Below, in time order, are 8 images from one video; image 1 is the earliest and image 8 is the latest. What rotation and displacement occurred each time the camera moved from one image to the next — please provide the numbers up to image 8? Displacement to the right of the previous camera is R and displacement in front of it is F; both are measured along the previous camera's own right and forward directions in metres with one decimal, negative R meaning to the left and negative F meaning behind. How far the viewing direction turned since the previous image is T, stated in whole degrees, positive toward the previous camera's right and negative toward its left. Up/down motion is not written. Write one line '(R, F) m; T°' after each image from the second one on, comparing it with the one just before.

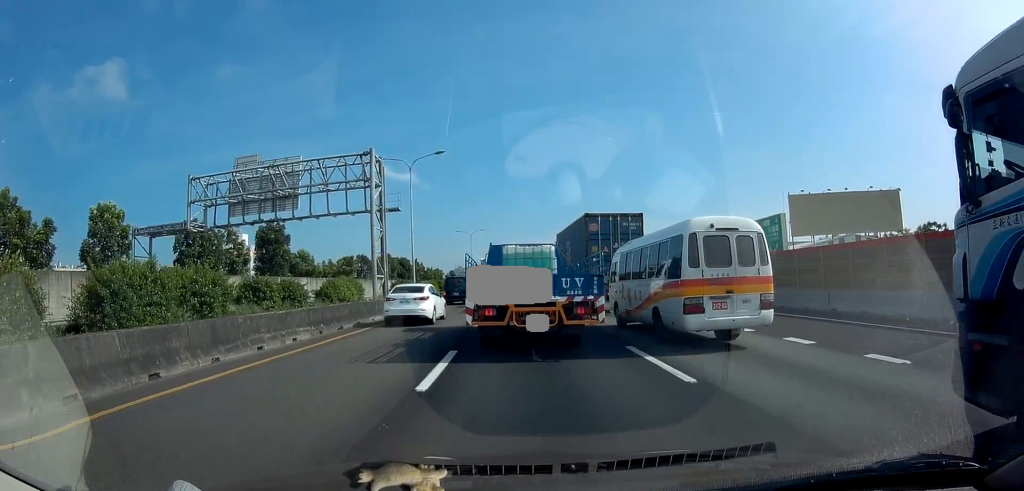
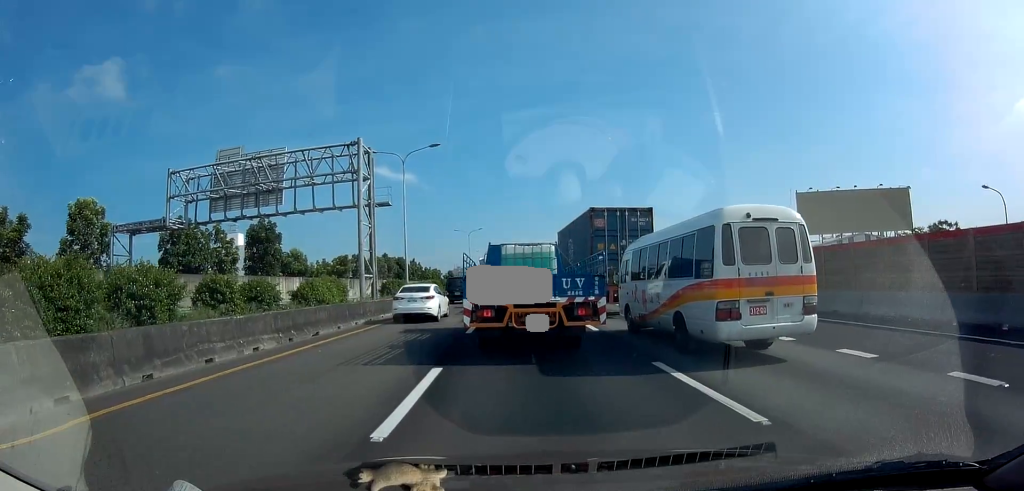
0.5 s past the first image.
(0.0, +2.2) m; 0°
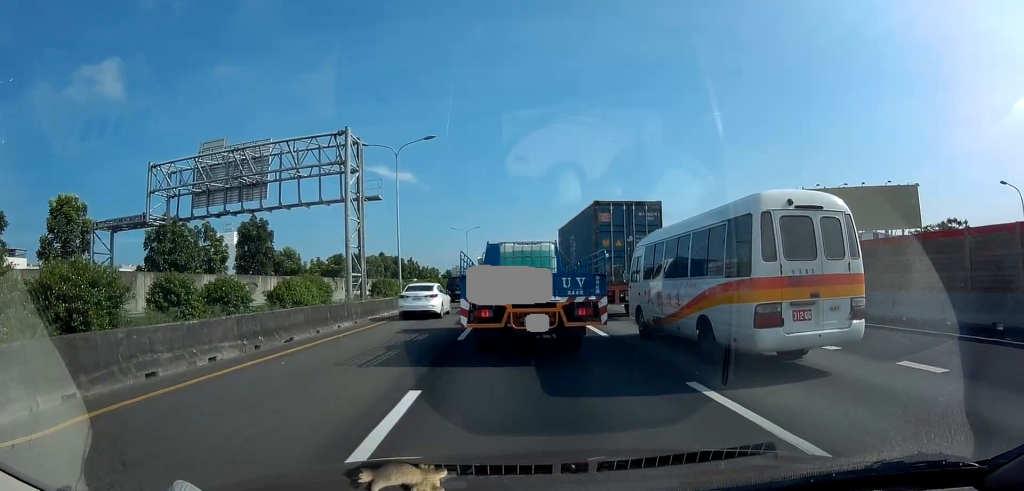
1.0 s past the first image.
(0.0, +1.8) m; 0°
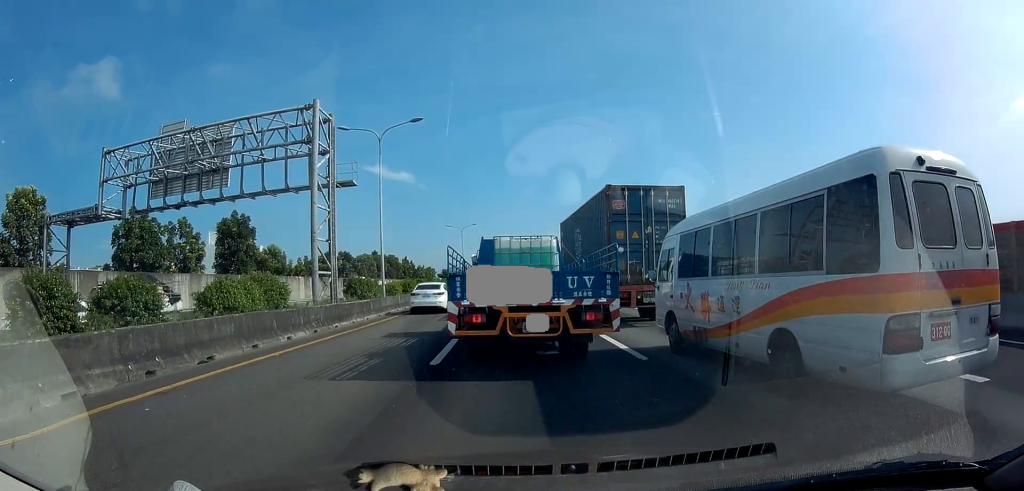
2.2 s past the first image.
(0.0, +3.8) m; 0°
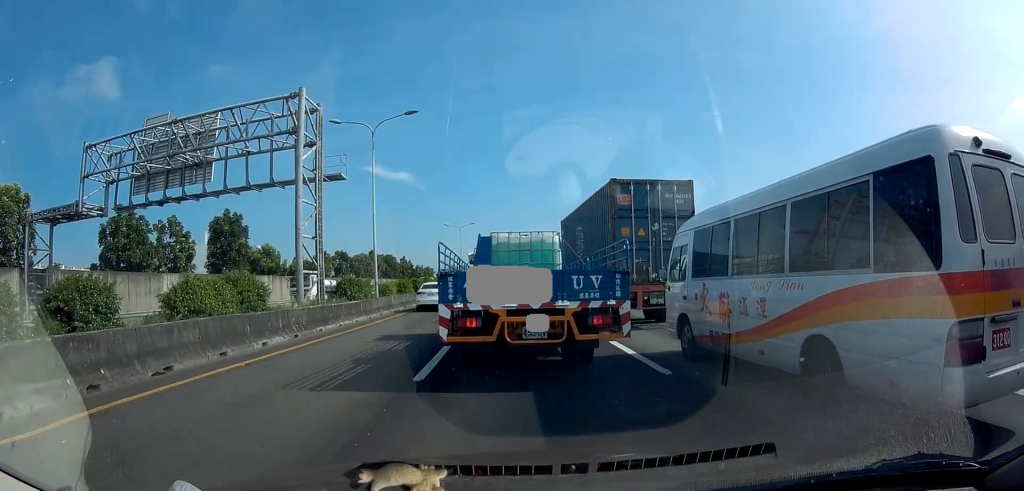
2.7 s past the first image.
(0.0, +1.4) m; 0°
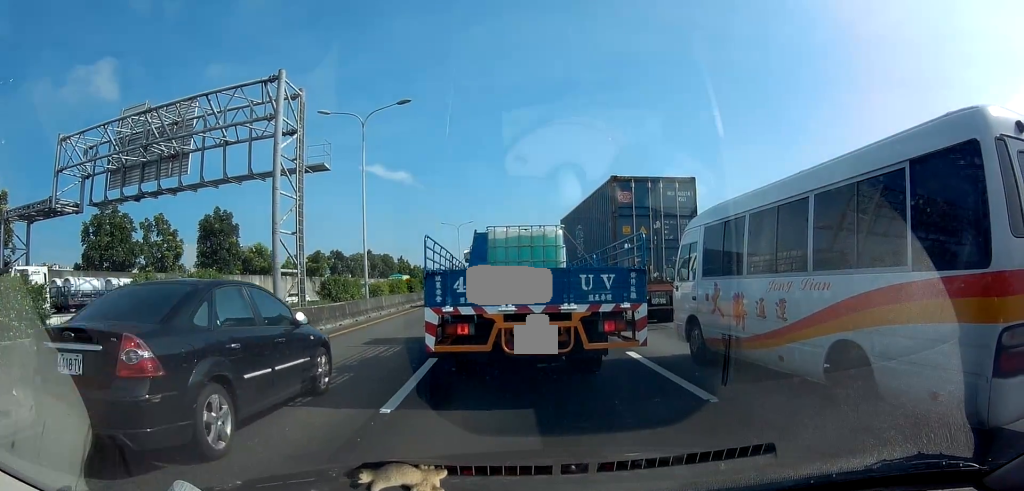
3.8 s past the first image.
(0.0, +1.8) m; 0°
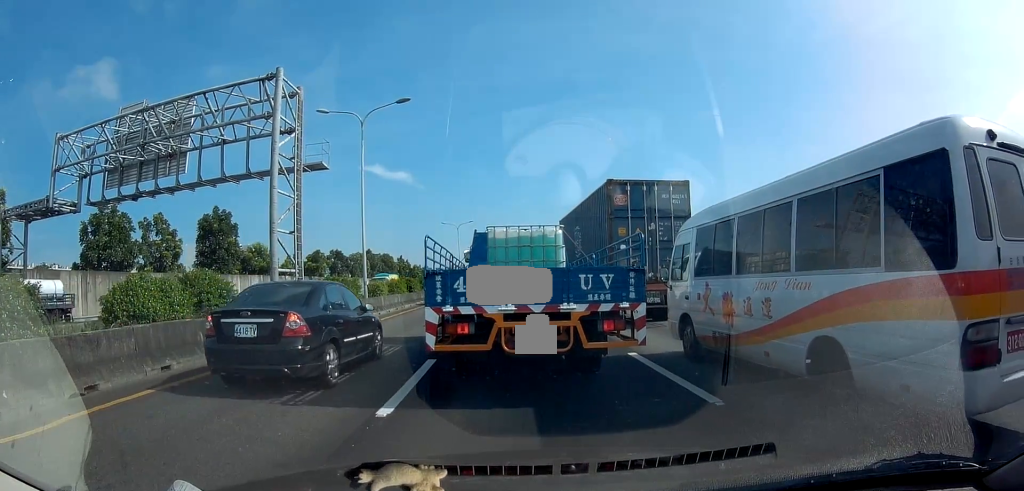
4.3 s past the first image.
(0.0, +0.3) m; 0°
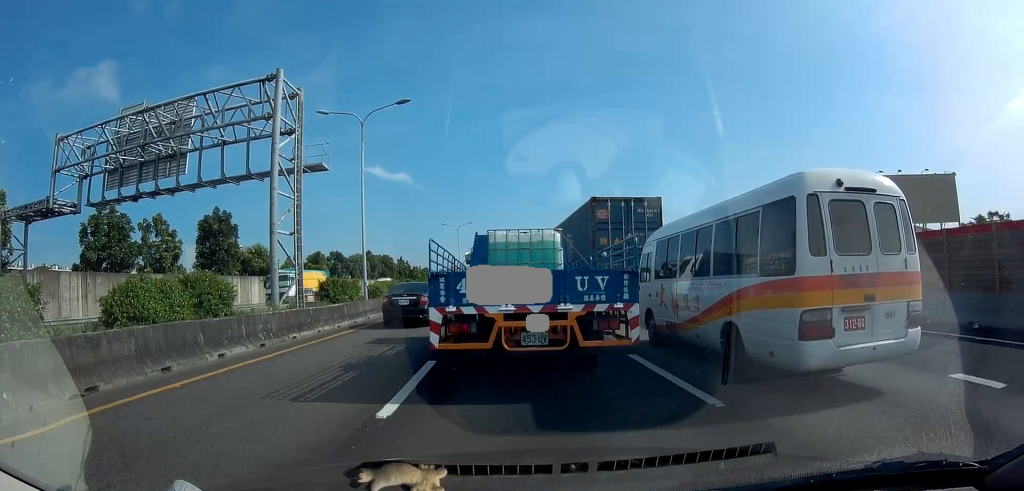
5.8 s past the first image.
(0.0, +0.4) m; 0°
